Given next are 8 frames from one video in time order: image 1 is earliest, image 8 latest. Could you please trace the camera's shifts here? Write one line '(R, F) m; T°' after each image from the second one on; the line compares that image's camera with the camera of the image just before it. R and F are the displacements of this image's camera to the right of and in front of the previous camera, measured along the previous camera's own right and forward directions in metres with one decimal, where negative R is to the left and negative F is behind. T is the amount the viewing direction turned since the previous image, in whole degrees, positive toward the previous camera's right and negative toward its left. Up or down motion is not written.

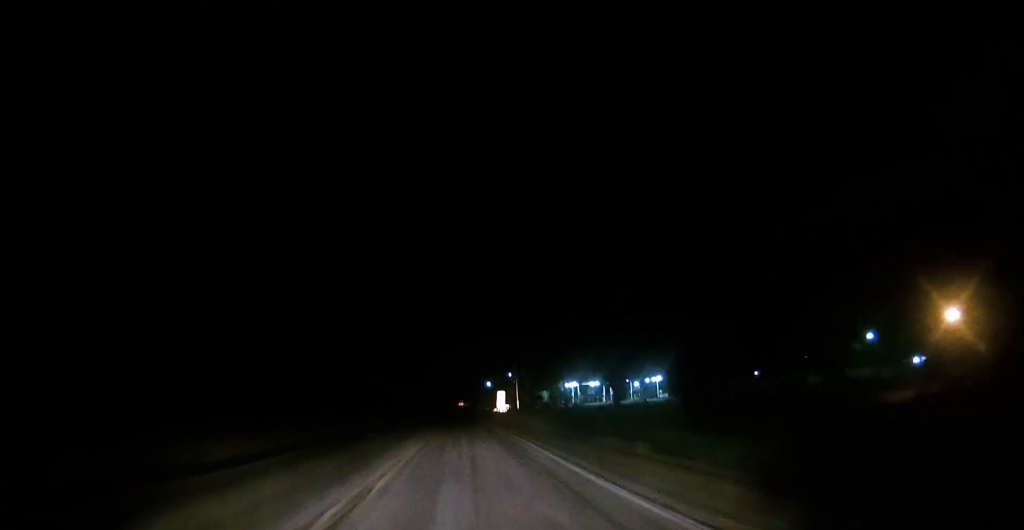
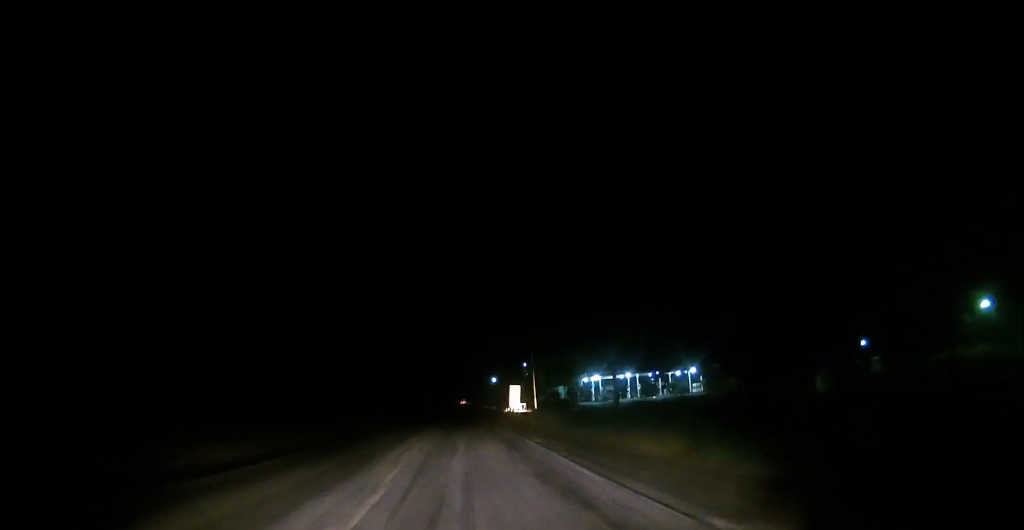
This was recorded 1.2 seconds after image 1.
(+0.3, +28.1) m; 0°
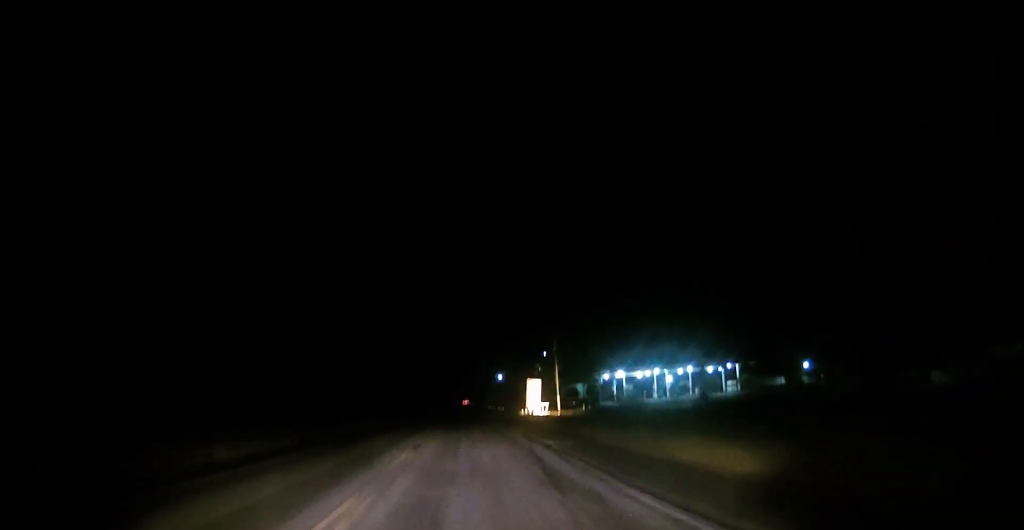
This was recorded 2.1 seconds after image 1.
(-0.4, +22.1) m; 0°
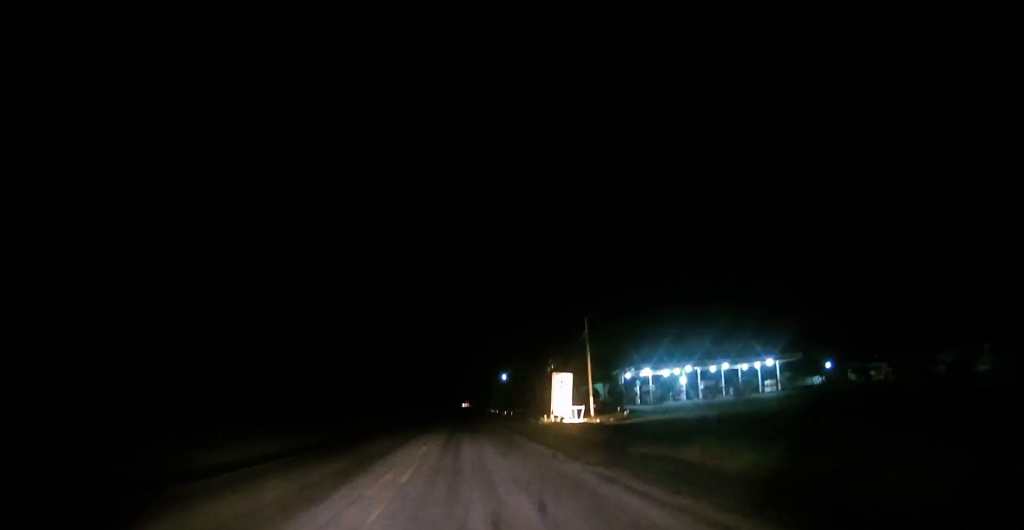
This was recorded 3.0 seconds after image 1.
(+0.4, +20.2) m; 0°
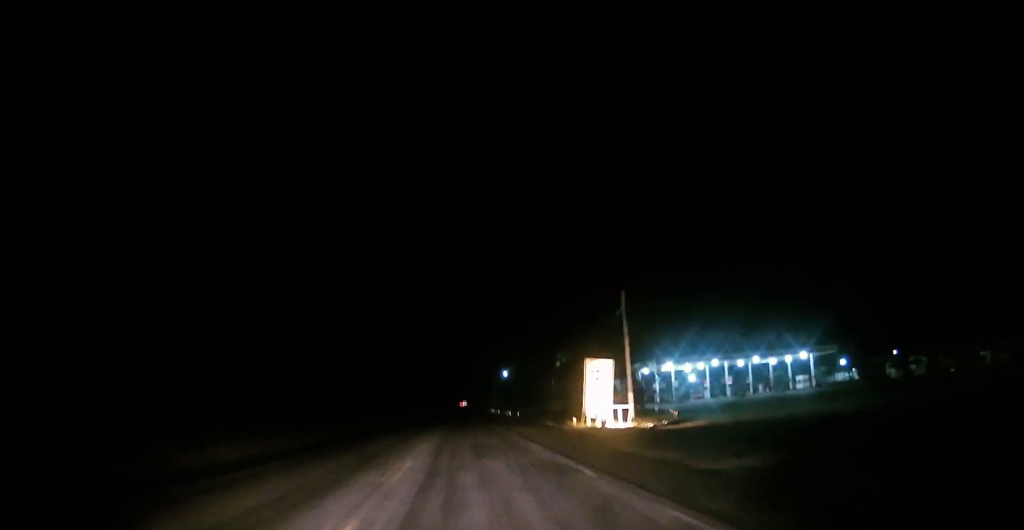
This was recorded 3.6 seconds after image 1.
(-0.3, +14.6) m; 0°
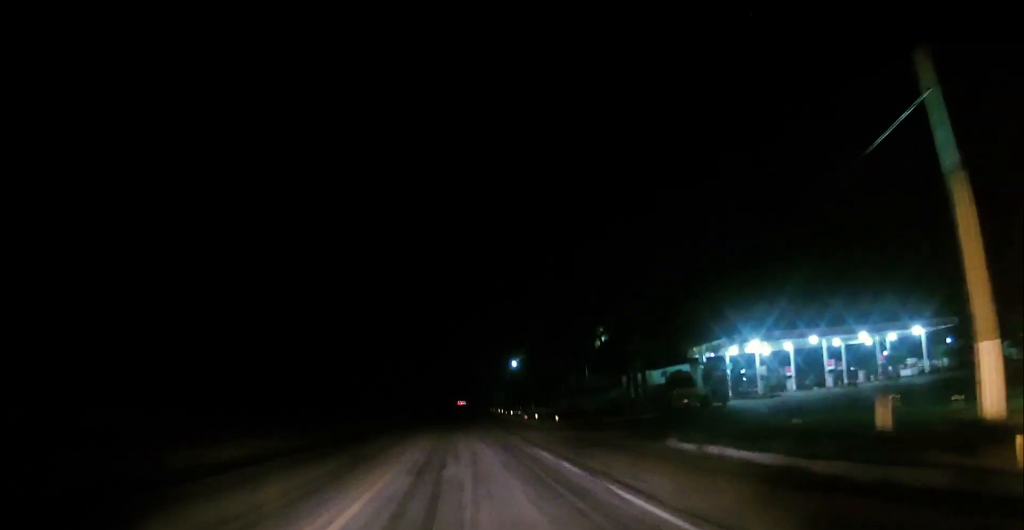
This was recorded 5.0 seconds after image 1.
(+0.3, +32.4) m; +1°
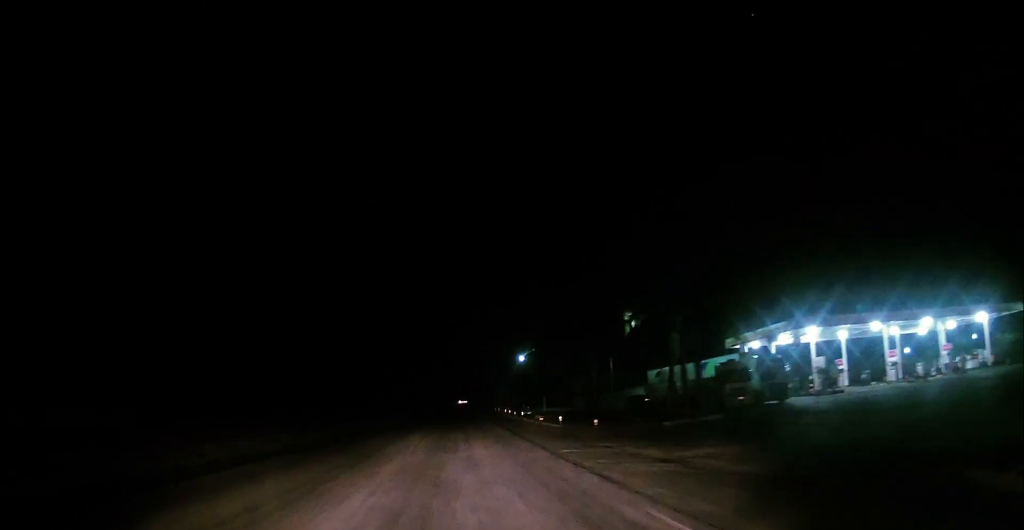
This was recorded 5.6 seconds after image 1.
(0.0, +12.5) m; -1°
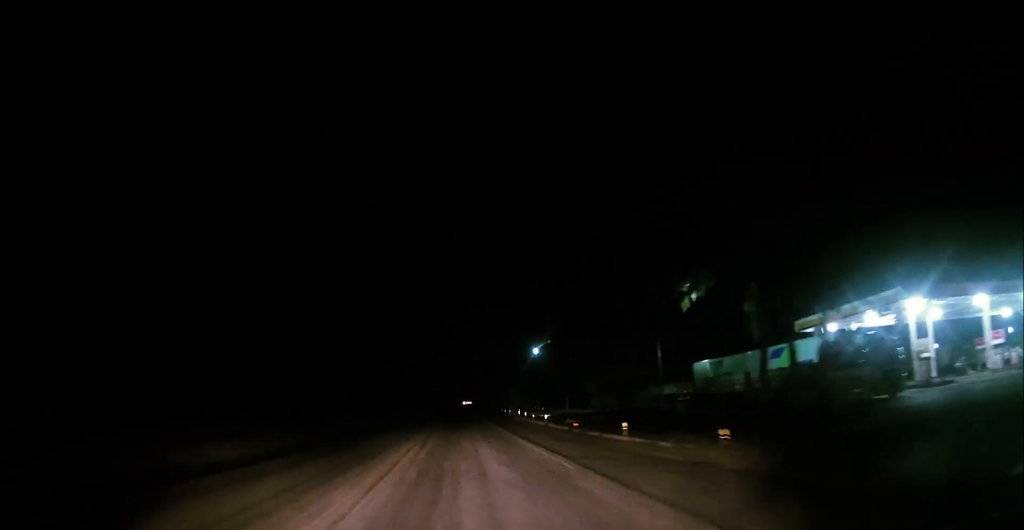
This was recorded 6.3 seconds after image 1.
(-0.1, +15.4) m; -1°
